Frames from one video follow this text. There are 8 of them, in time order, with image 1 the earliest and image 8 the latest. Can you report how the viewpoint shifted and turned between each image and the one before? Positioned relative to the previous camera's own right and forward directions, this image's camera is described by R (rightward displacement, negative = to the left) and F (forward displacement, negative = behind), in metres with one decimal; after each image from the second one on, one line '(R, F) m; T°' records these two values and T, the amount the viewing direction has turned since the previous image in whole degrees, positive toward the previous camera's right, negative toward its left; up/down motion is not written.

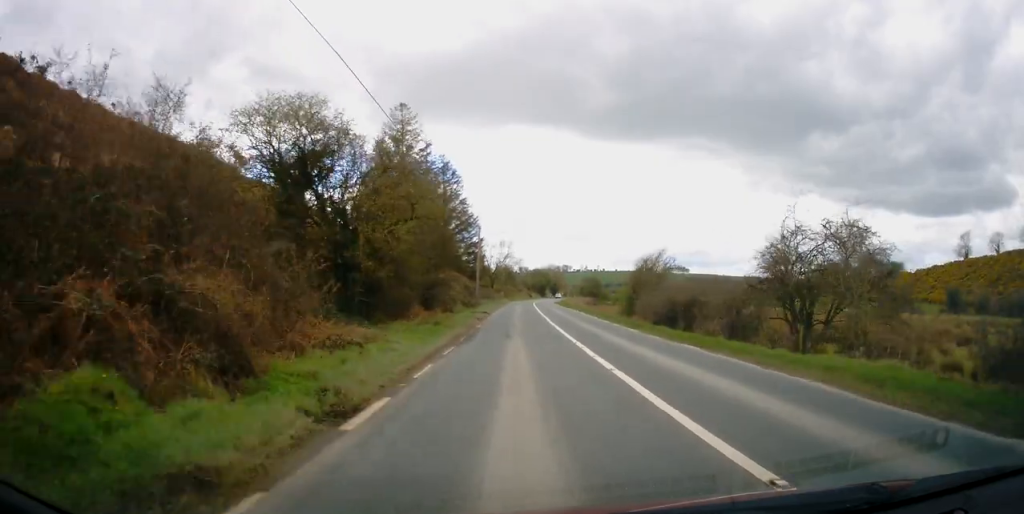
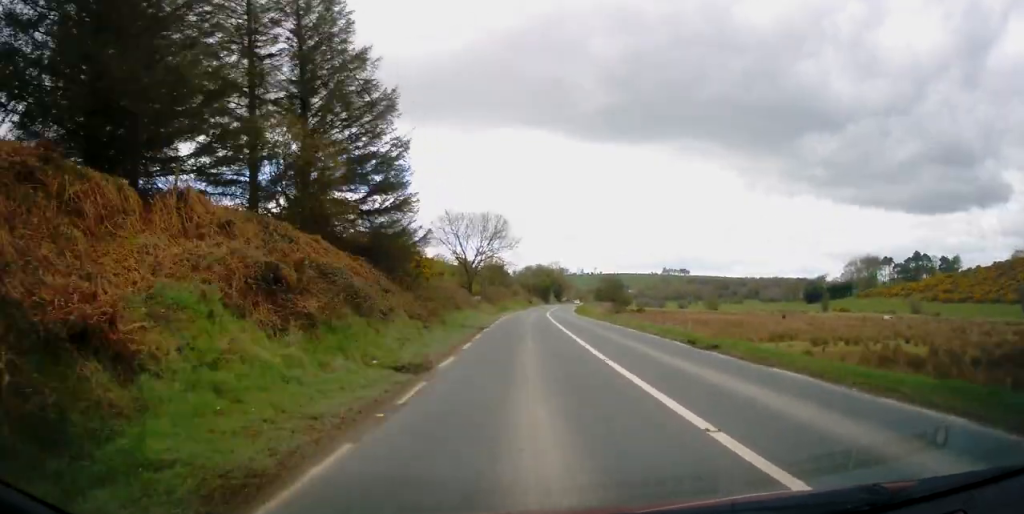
(+0.5, +50.8) m; +1°
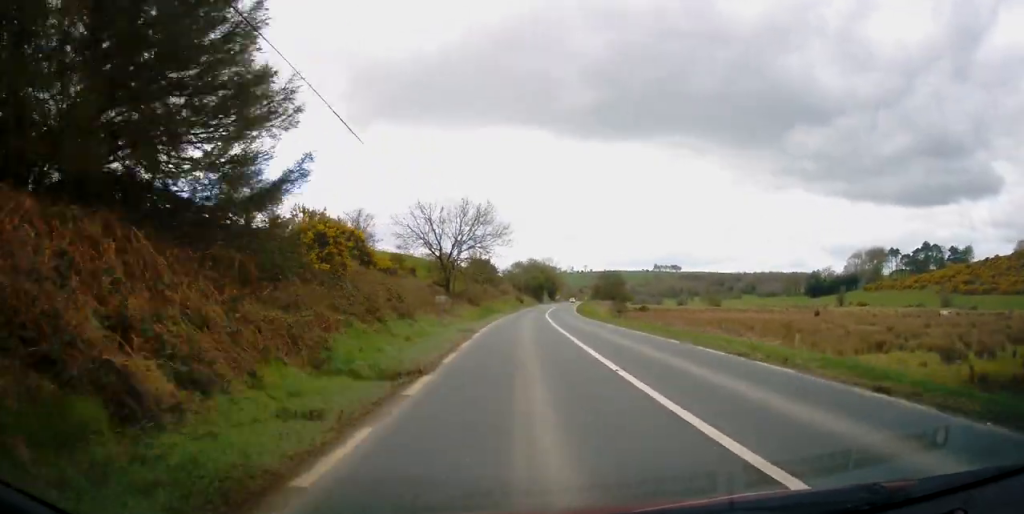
(+0.1, +15.6) m; +1°
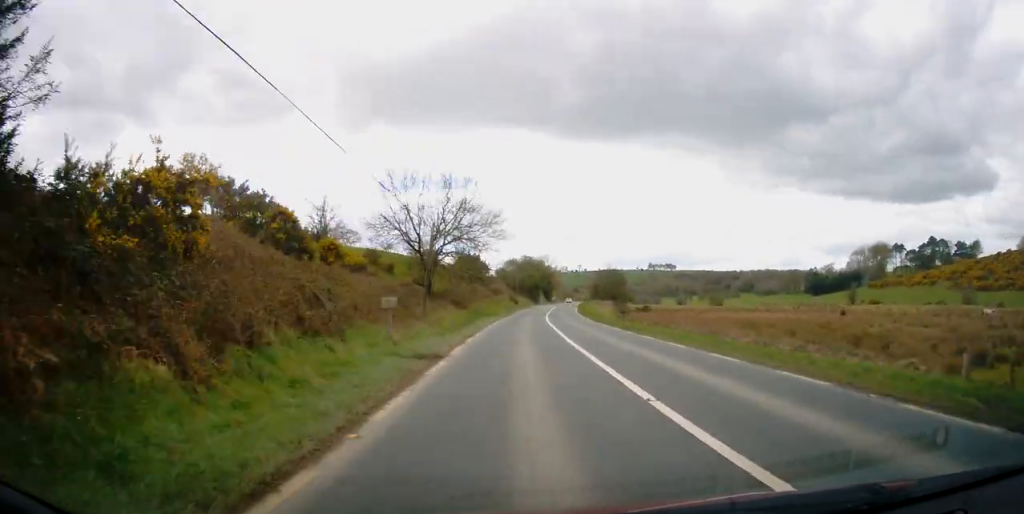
(+0.2, +9.6) m; +1°
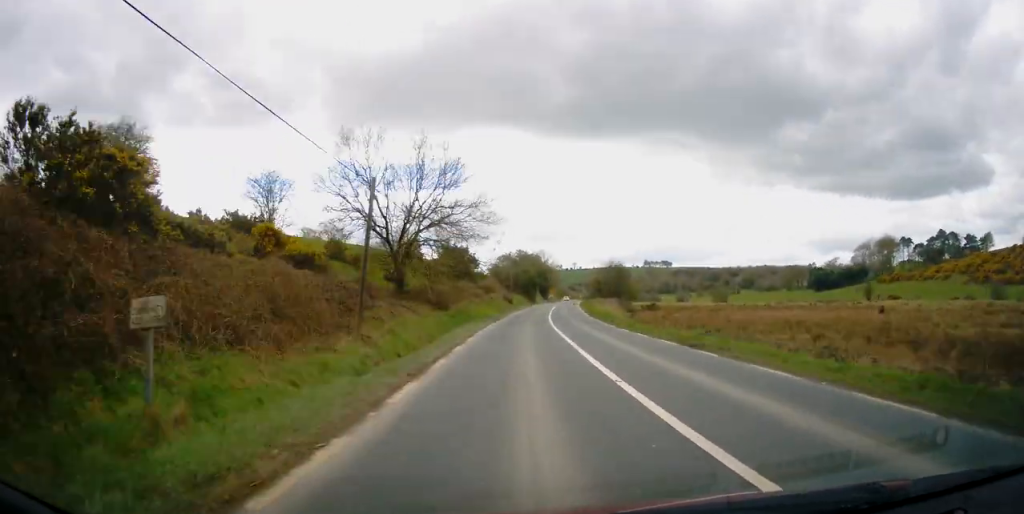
(+0.1, +11.1) m; 0°
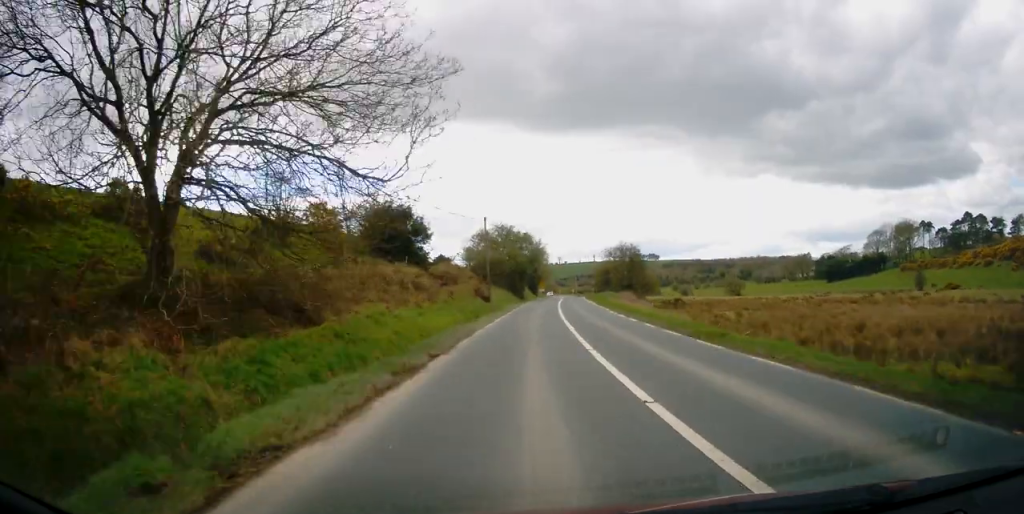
(-0.2, +28.8) m; 0°
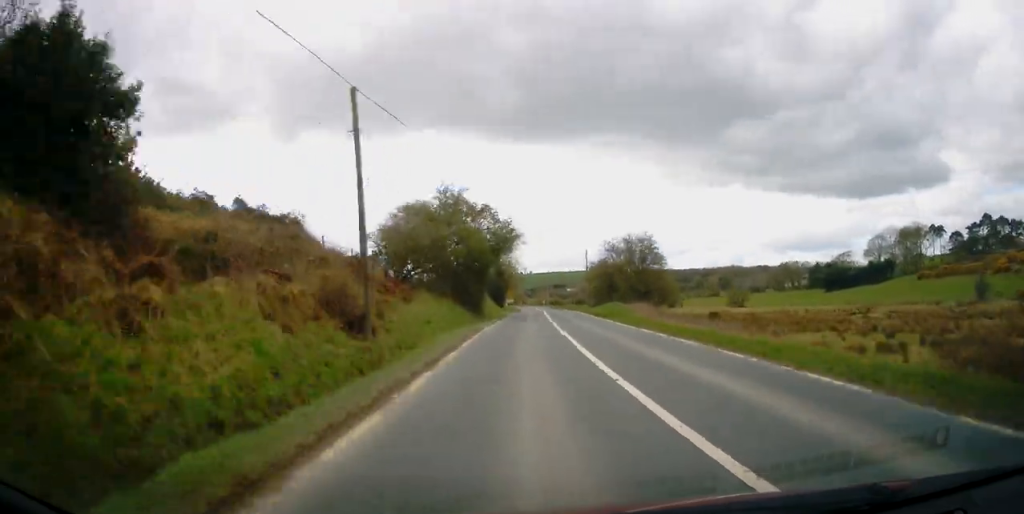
(+0.8, +30.4) m; +3°
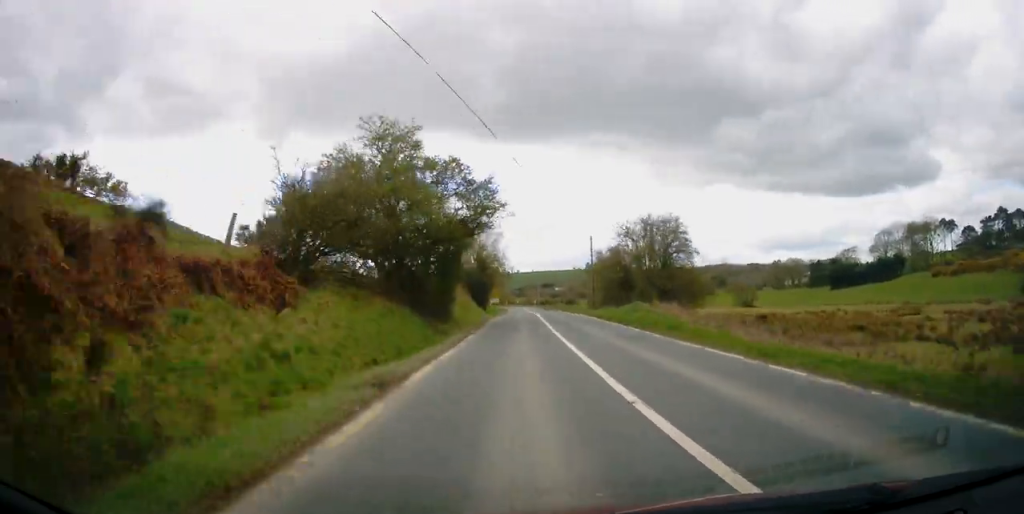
(+0.2, +15.2) m; +1°
